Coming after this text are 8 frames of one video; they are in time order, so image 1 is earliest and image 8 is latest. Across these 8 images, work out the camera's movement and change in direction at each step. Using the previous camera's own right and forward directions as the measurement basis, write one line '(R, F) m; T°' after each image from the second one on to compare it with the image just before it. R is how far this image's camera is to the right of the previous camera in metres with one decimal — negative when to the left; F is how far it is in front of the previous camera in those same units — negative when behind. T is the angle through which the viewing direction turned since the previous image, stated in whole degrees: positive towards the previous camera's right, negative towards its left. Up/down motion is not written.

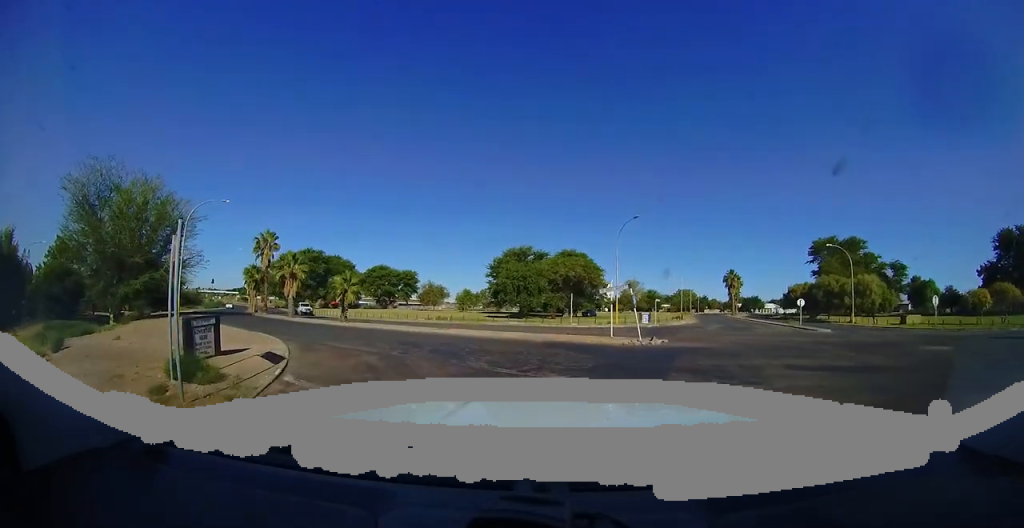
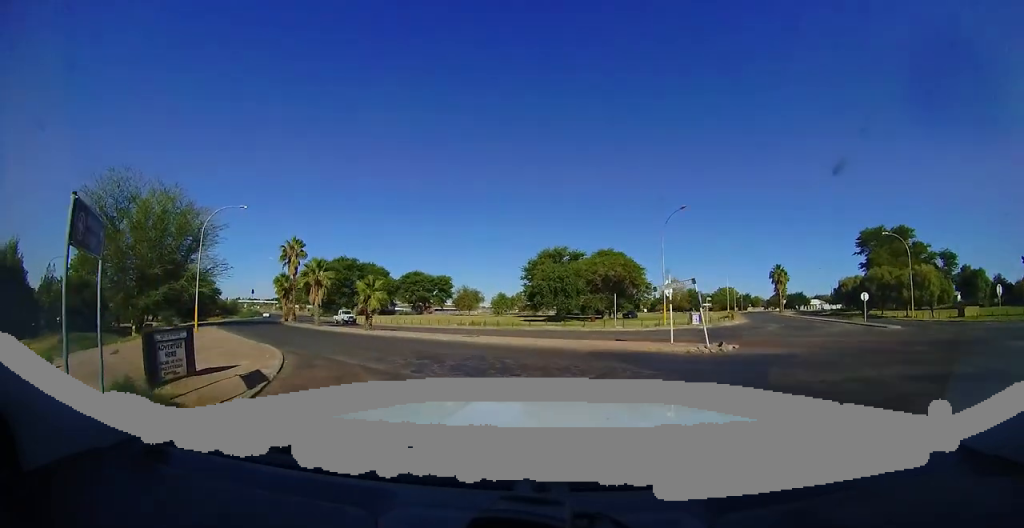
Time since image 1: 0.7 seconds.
(-0.2, +2.1) m; -8°
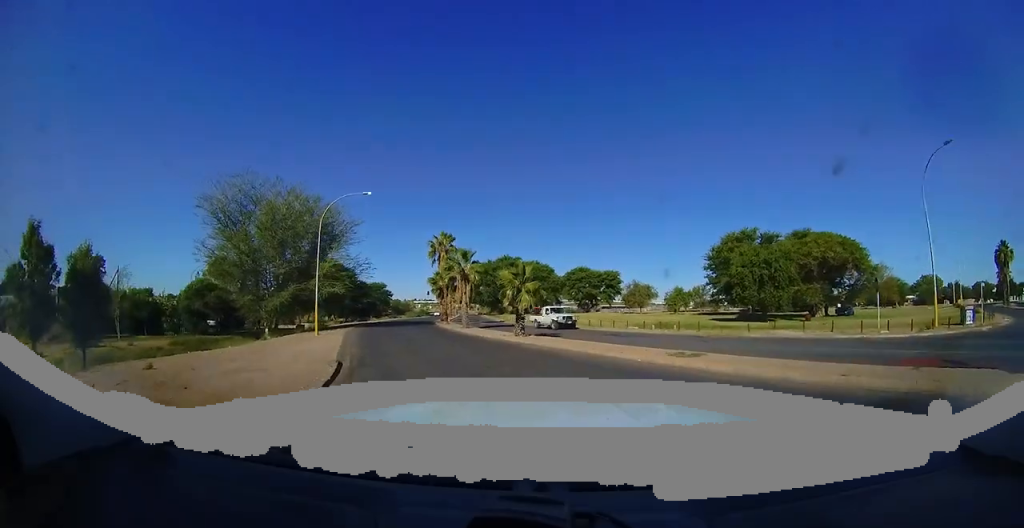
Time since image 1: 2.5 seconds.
(-0.5, +6.9) m; -13°
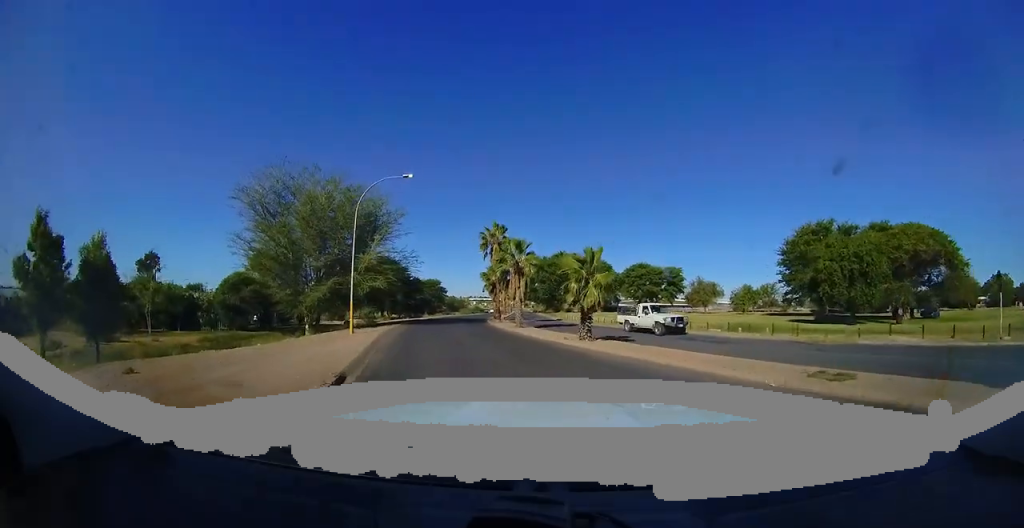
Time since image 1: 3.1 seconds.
(-0.2, +3.0) m; -7°
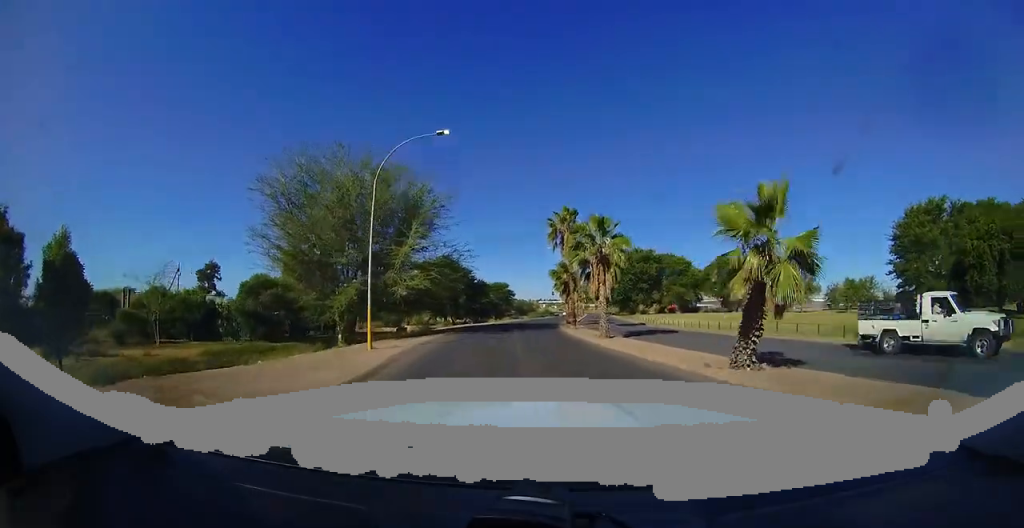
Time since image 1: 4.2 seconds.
(-0.7, +6.1) m; -12°
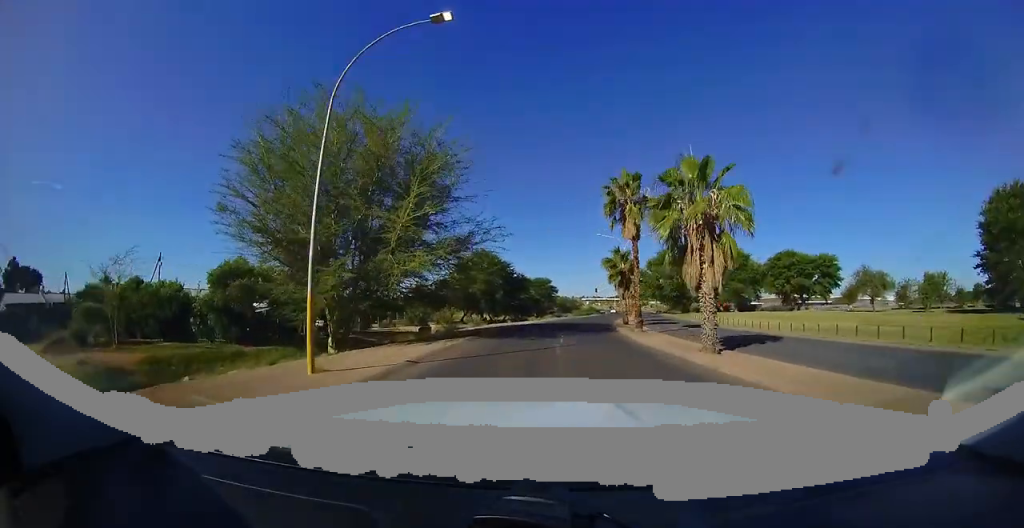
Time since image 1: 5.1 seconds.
(-0.5, +6.5) m; -6°
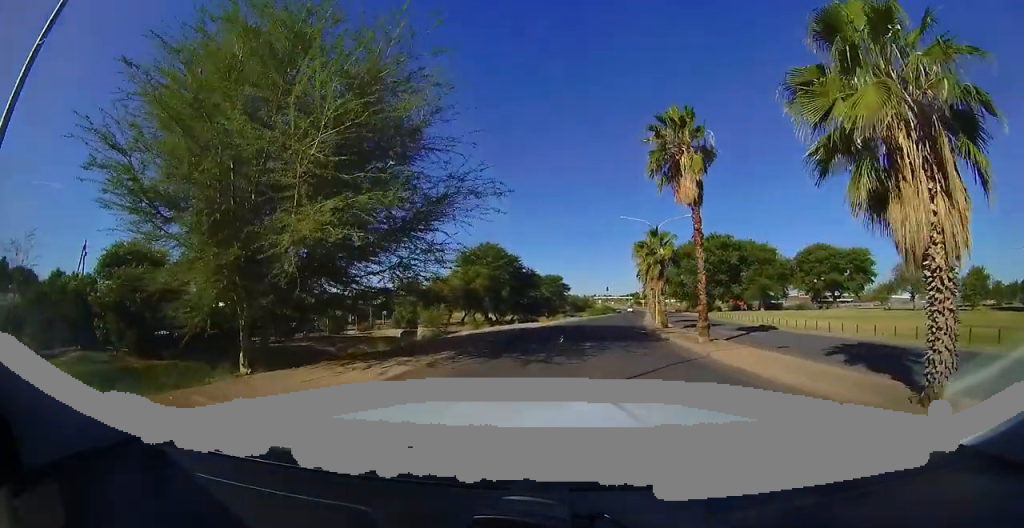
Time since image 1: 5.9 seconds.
(-0.3, +6.9) m; +1°
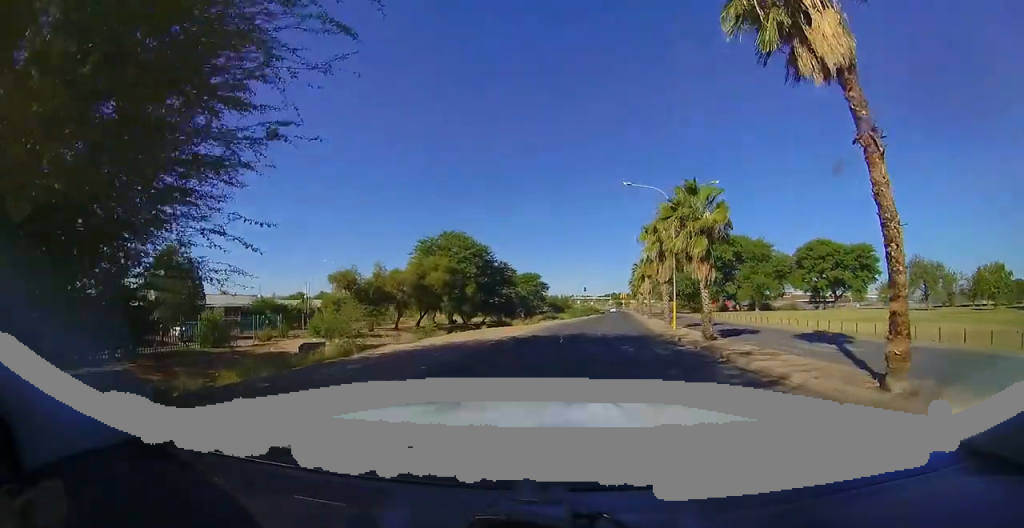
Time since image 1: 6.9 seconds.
(+0.7, +9.8) m; +5°
